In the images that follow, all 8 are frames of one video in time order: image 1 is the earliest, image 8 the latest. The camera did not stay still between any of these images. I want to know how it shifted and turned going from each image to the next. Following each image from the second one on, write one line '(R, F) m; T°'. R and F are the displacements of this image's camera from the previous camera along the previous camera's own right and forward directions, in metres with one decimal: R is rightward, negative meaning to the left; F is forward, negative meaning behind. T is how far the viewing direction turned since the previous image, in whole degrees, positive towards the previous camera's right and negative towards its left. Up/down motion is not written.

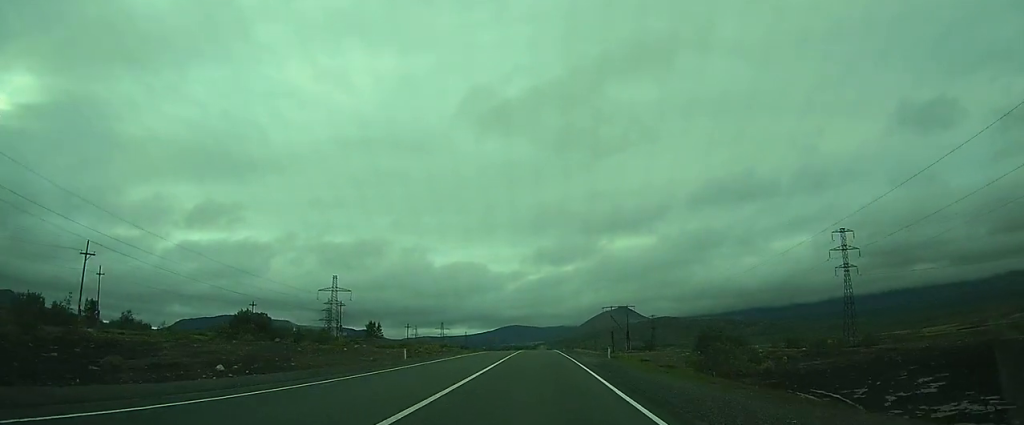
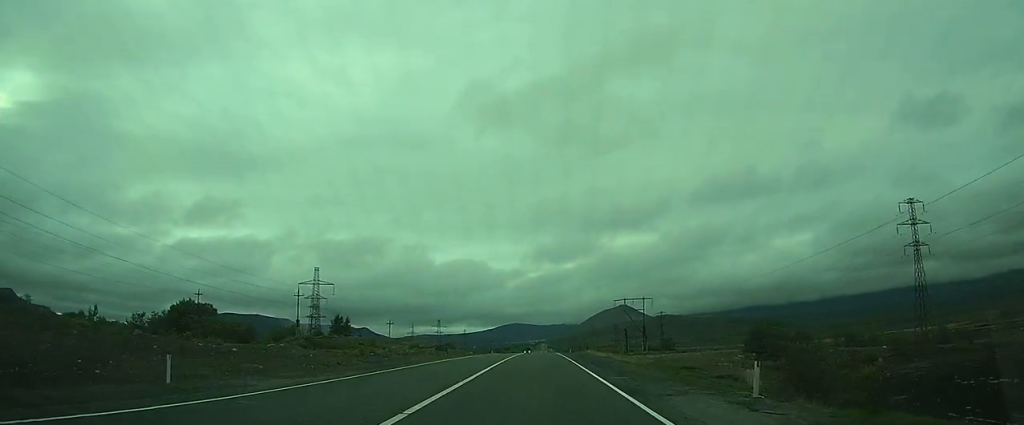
(-0.2, +26.0) m; -1°
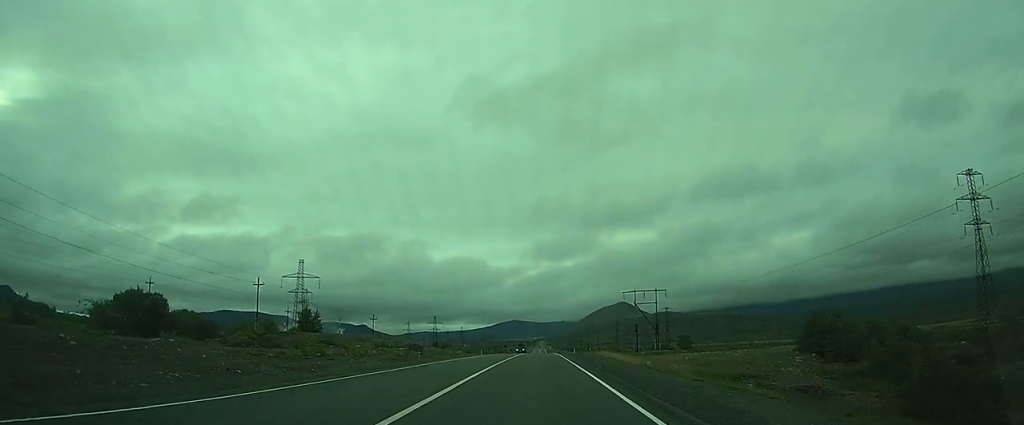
(-0.2, +17.2) m; -1°
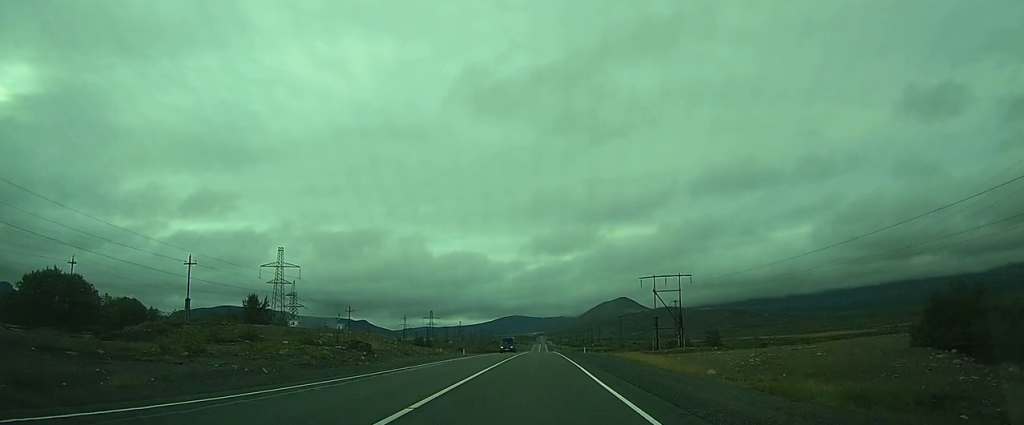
(-0.1, +21.7) m; 0°
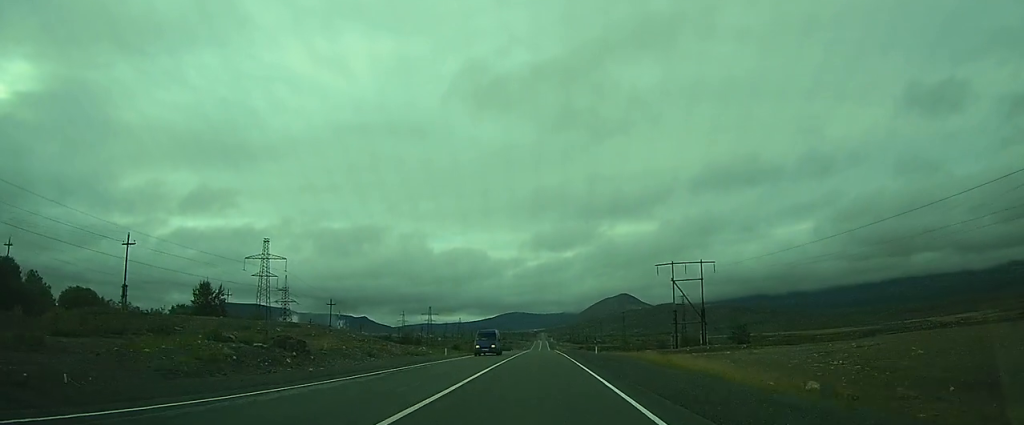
(0.0, +14.2) m; 0°
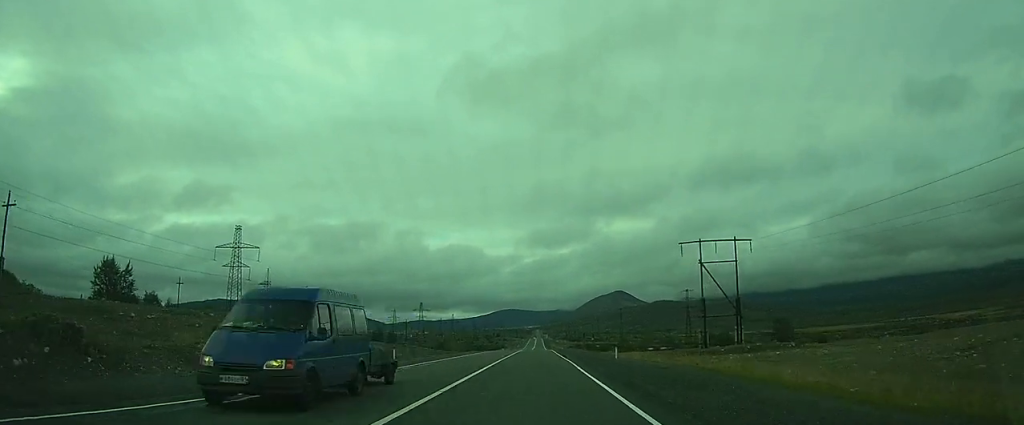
(+0.1, +18.7) m; 0°
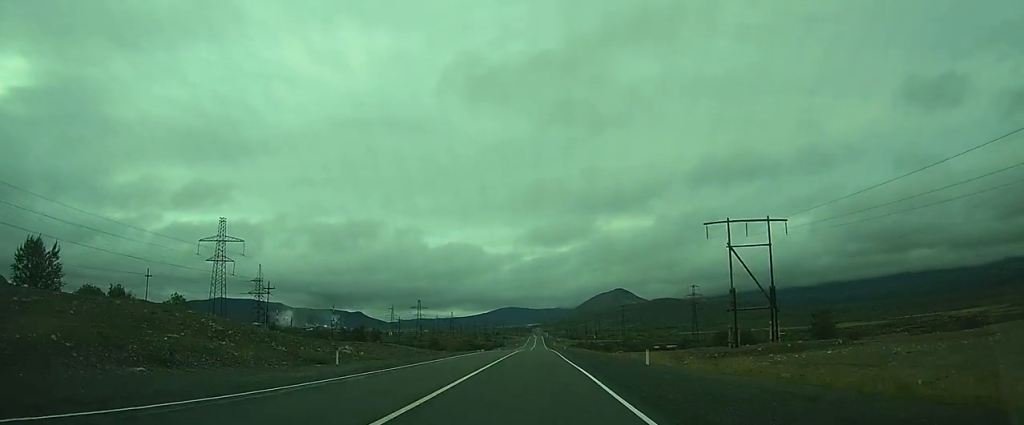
(0.0, +11.3) m; 0°
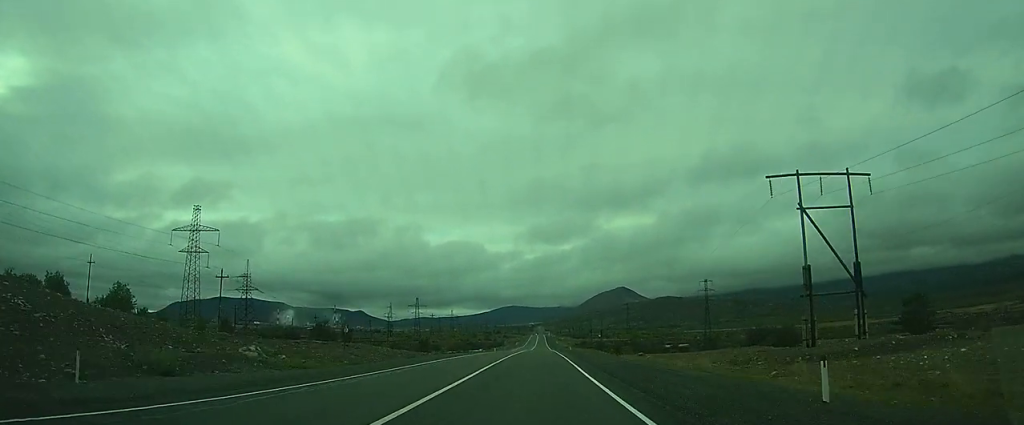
(0.0, +17.3) m; 0°
